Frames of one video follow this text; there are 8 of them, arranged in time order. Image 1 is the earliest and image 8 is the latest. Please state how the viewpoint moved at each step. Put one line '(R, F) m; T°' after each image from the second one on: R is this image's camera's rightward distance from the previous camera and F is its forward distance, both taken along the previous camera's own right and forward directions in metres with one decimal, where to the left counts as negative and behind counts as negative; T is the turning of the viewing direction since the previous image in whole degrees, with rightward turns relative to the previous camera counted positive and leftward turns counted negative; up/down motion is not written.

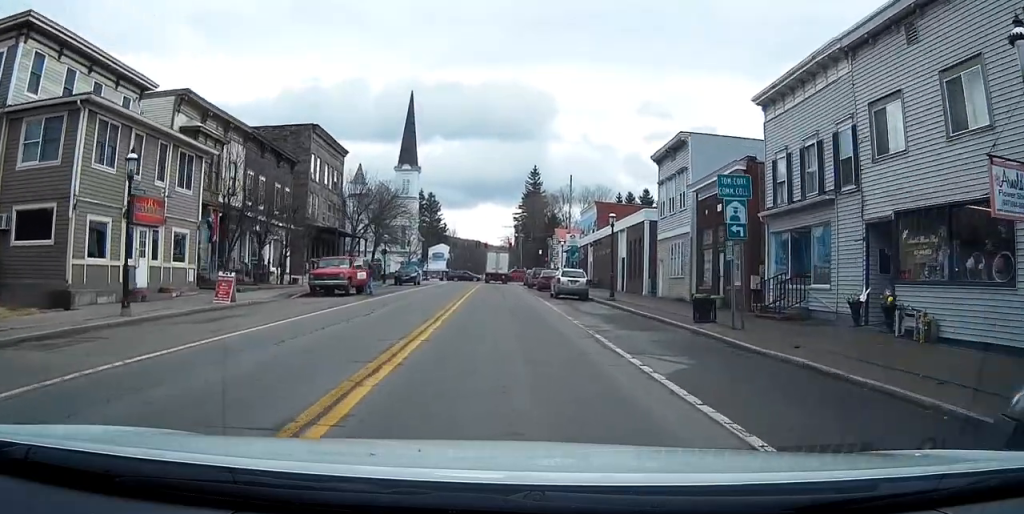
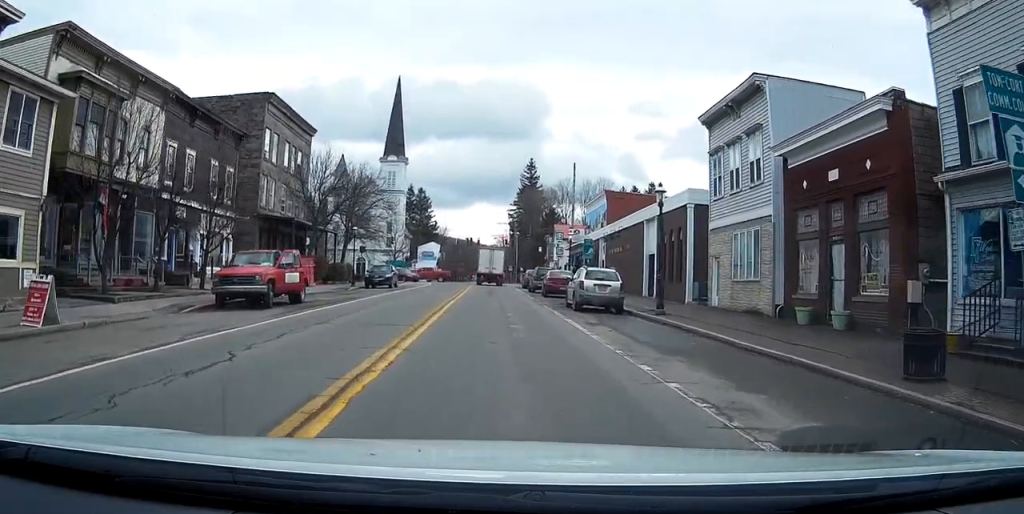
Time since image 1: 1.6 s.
(+0.1, +11.7) m; +1°
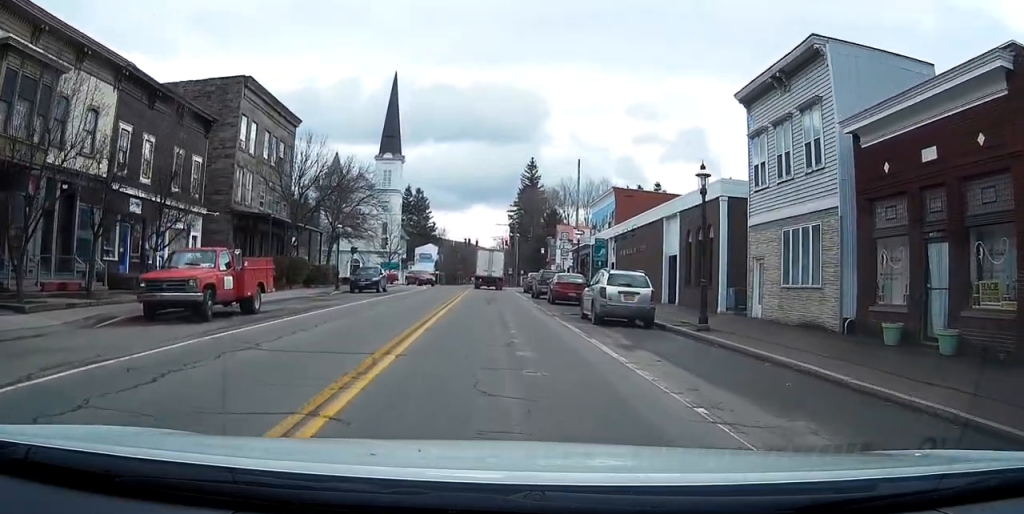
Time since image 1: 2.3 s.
(0.0, +5.3) m; 0°
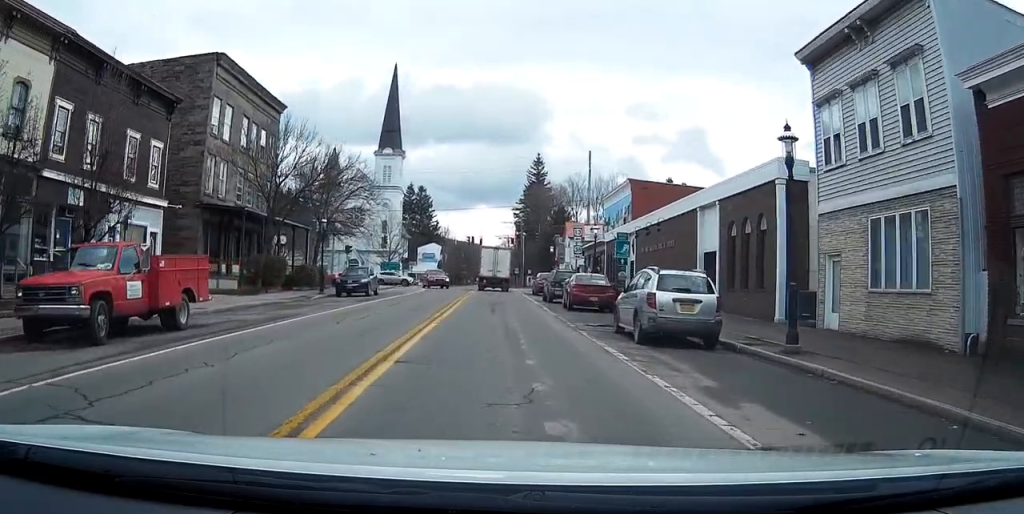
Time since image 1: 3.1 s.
(0.0, +5.7) m; -1°
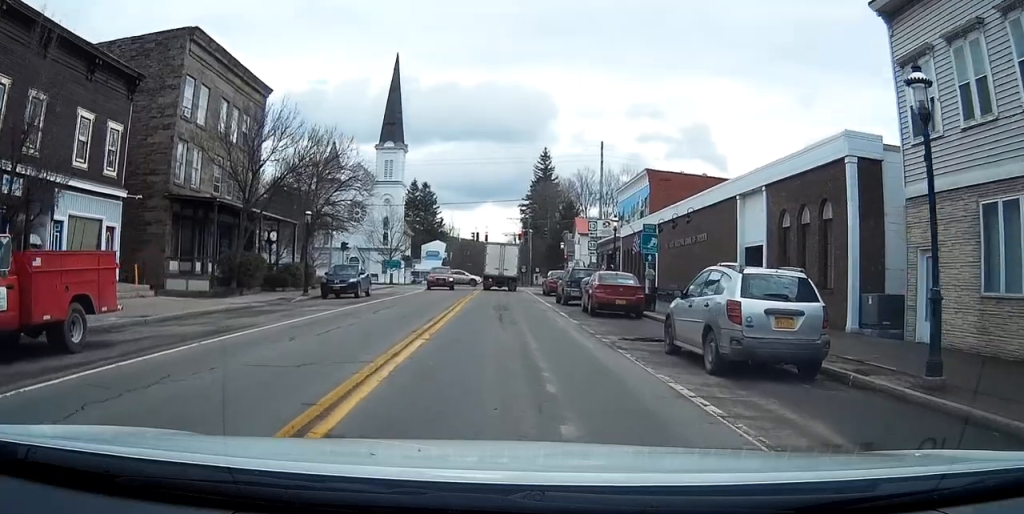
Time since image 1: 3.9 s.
(-0.1, +4.6) m; -1°
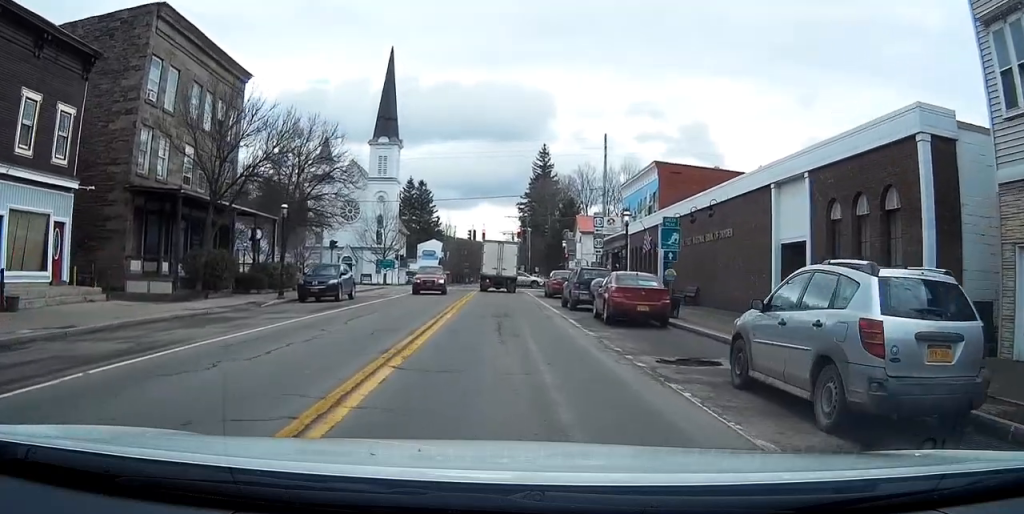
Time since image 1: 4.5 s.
(0.0, +3.8) m; -1°
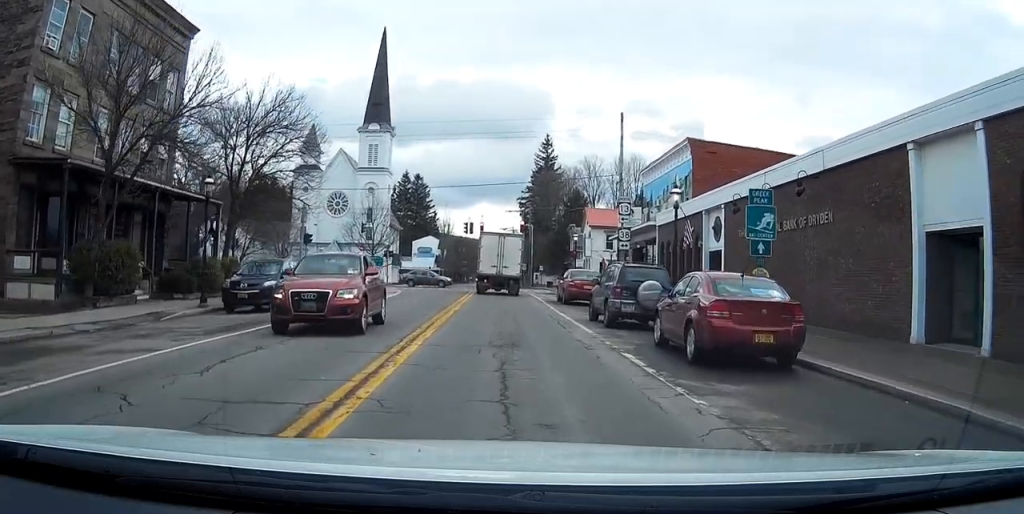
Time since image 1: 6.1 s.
(-0.3, +8.5) m; -4°
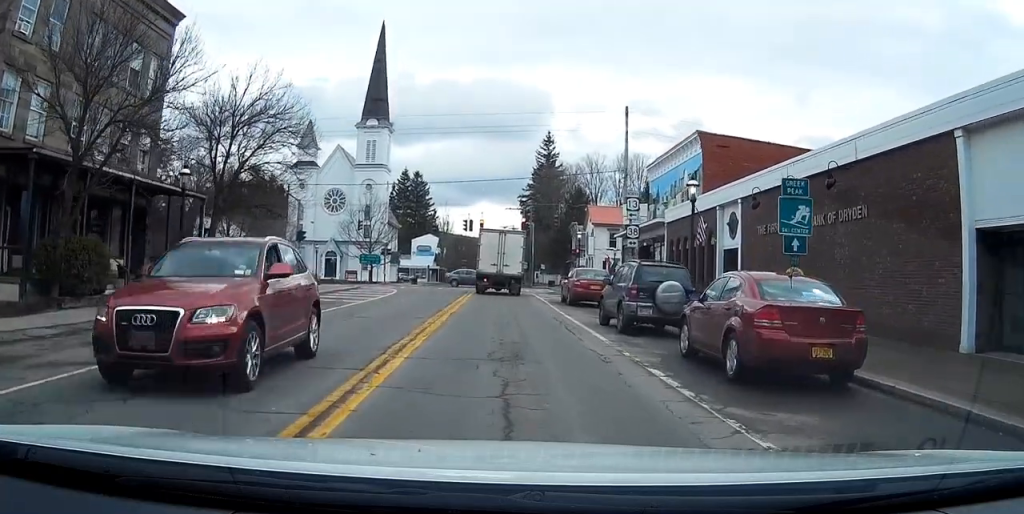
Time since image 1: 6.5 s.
(0.0, +1.8) m; 0°
